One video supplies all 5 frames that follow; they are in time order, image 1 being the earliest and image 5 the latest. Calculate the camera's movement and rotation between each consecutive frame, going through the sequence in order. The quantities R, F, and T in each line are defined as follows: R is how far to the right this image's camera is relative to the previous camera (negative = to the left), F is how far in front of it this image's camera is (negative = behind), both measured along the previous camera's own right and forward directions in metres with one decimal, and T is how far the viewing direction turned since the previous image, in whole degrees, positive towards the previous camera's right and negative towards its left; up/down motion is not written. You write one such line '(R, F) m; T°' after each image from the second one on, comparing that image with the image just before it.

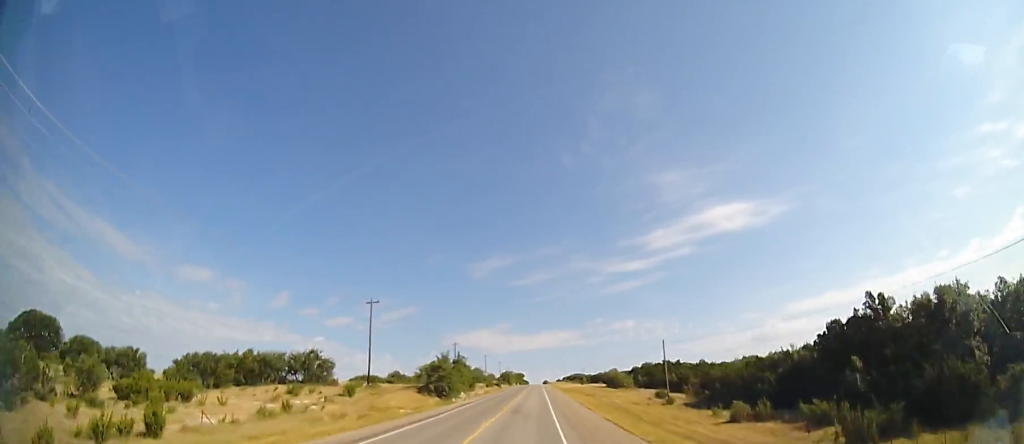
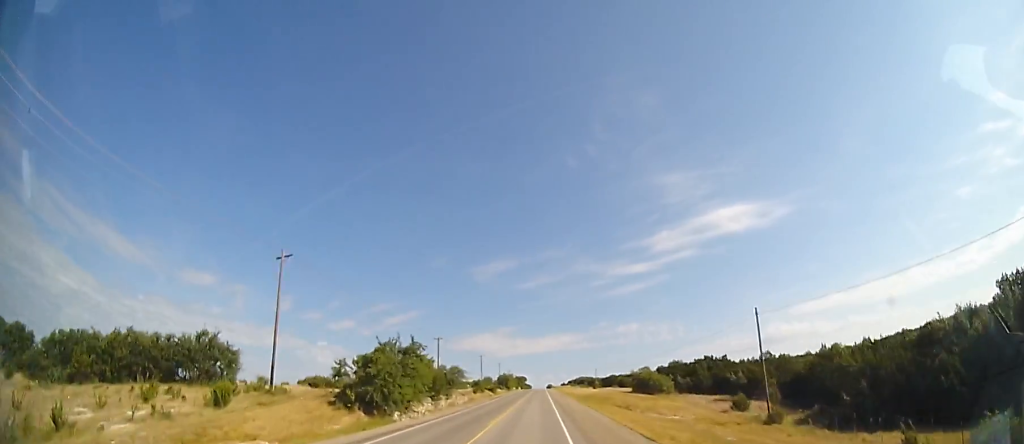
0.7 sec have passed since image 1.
(-0.2, +23.0) m; 0°
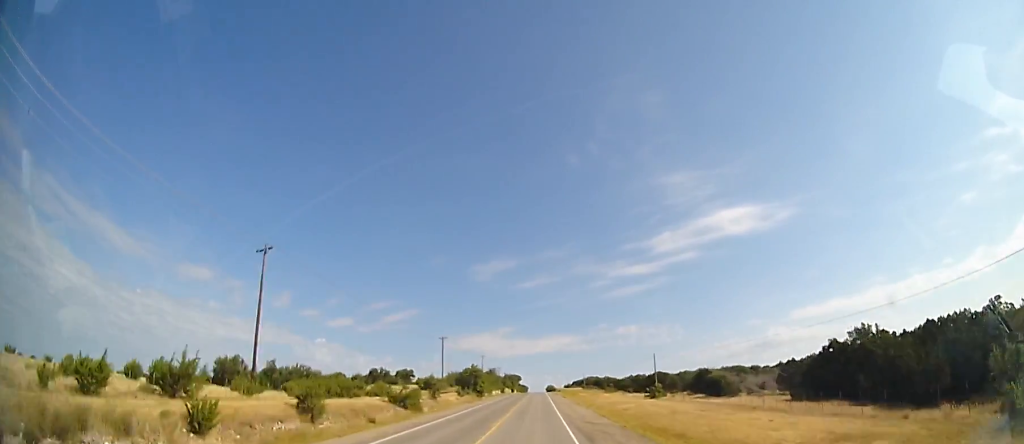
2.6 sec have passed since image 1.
(+0.7, +62.8) m; 0°
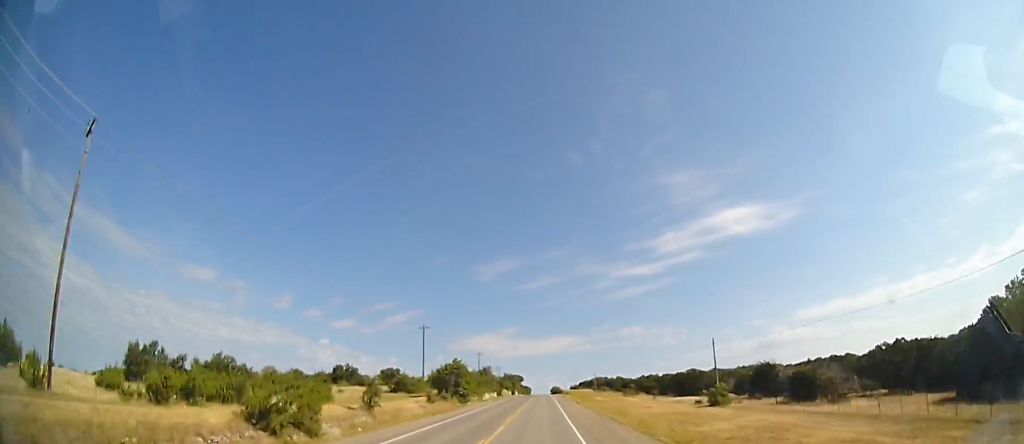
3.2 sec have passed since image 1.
(-0.2, +19.3) m; 0°
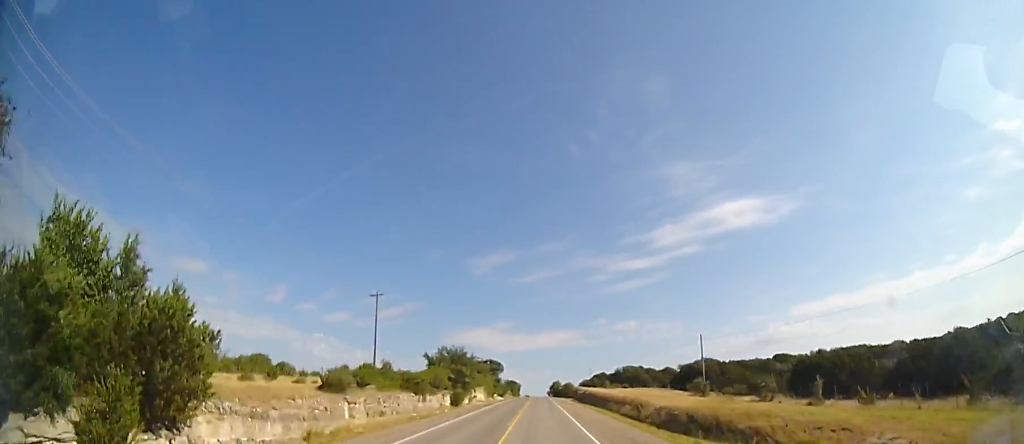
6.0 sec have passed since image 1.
(+0.2, +89.9) m; +1°
